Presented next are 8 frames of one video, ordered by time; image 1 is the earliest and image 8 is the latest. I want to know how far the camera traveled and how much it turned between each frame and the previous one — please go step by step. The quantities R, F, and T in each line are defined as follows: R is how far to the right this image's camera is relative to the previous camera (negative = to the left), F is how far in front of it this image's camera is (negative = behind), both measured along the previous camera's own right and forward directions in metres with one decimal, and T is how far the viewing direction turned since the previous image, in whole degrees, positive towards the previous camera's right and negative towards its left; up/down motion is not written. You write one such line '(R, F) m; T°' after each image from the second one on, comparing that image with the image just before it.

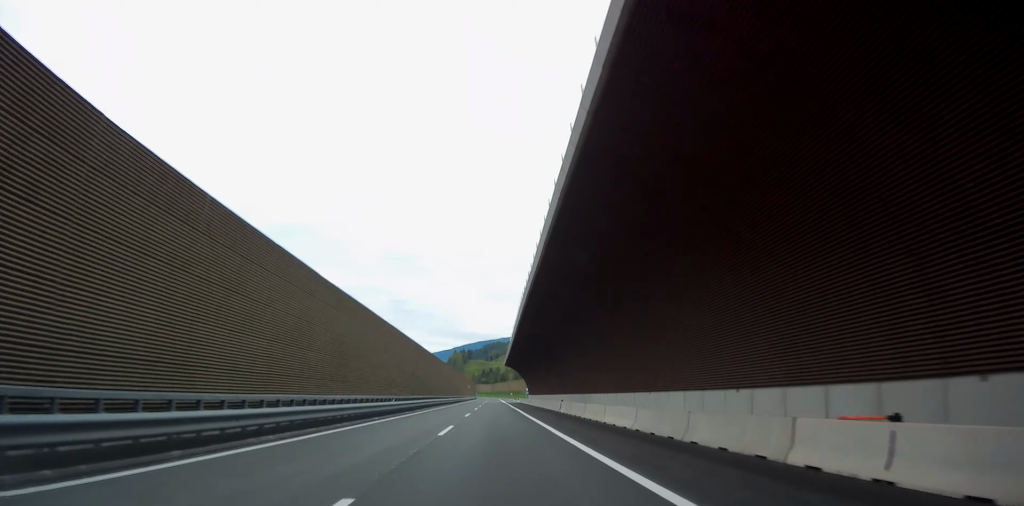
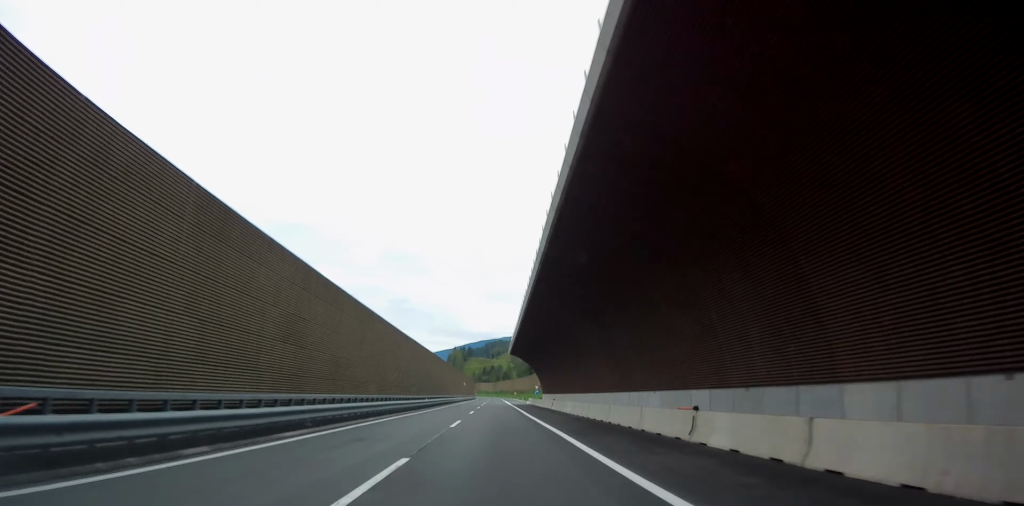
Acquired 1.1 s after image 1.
(0.0, +31.2) m; 0°
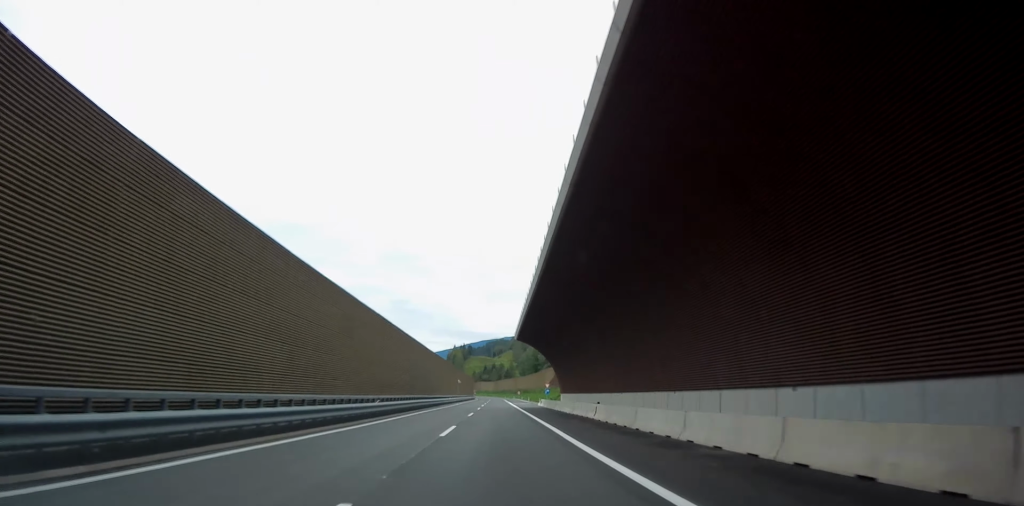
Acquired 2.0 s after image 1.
(0.0, +23.2) m; 0°
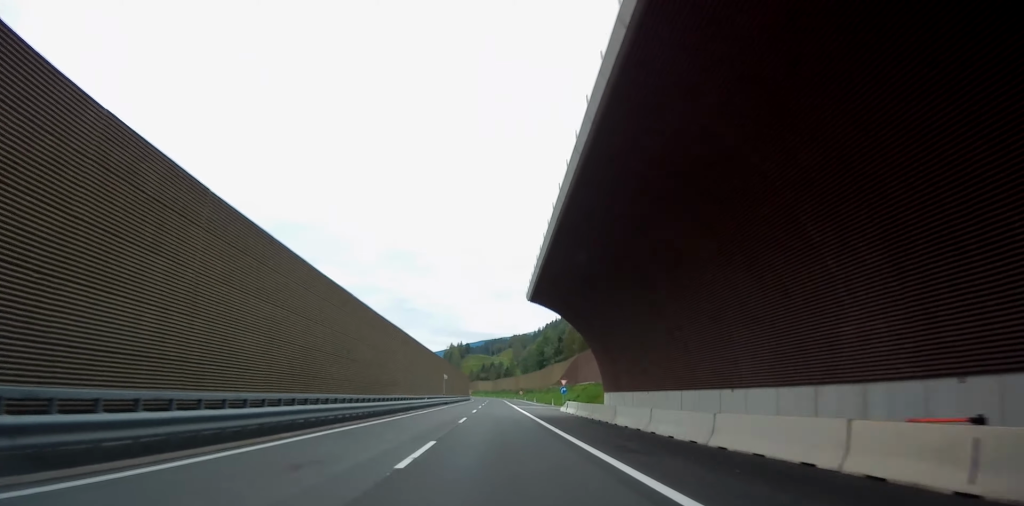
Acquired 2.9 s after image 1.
(0.0, +25.6) m; 0°
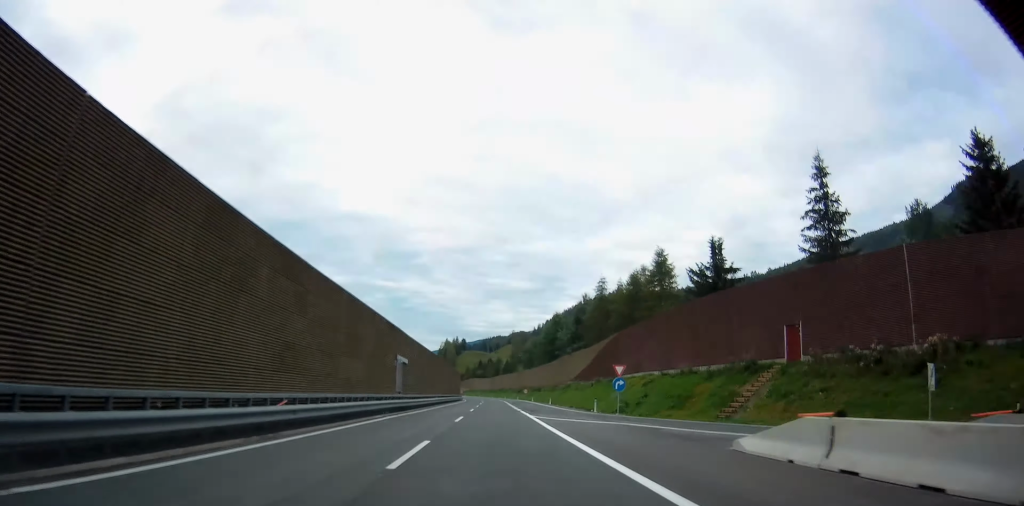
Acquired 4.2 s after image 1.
(0.0, +36.1) m; 0°
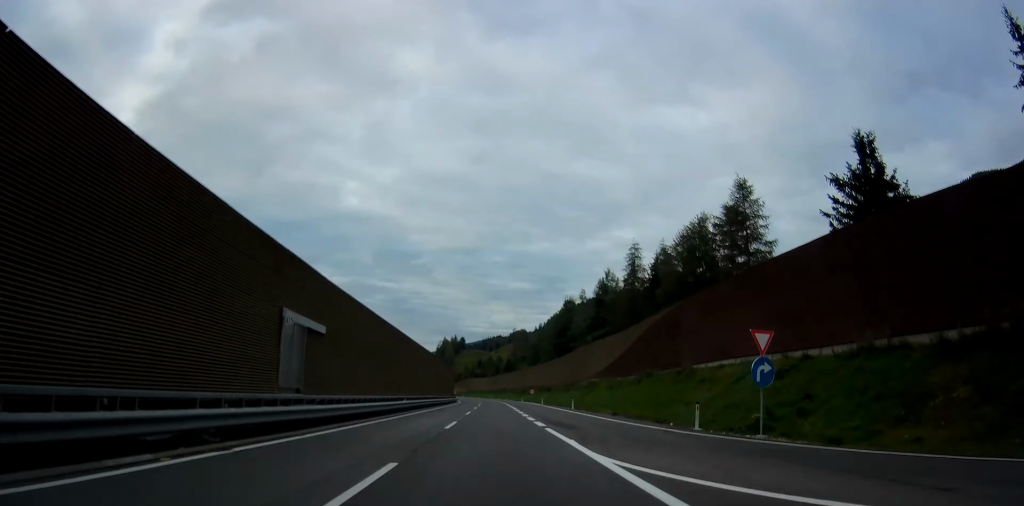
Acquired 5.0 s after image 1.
(+0.1, +22.1) m; 0°
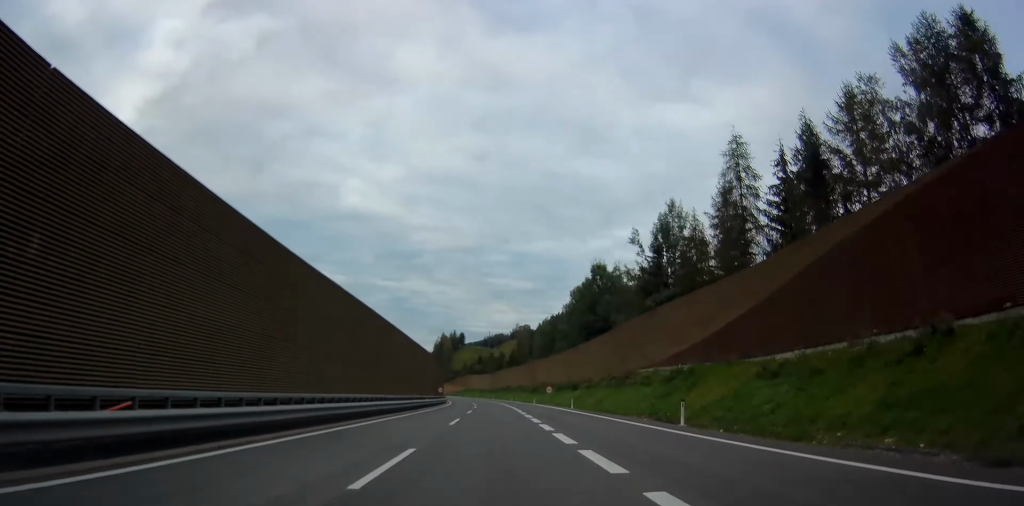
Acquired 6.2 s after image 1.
(-0.2, +33.3) m; 0°
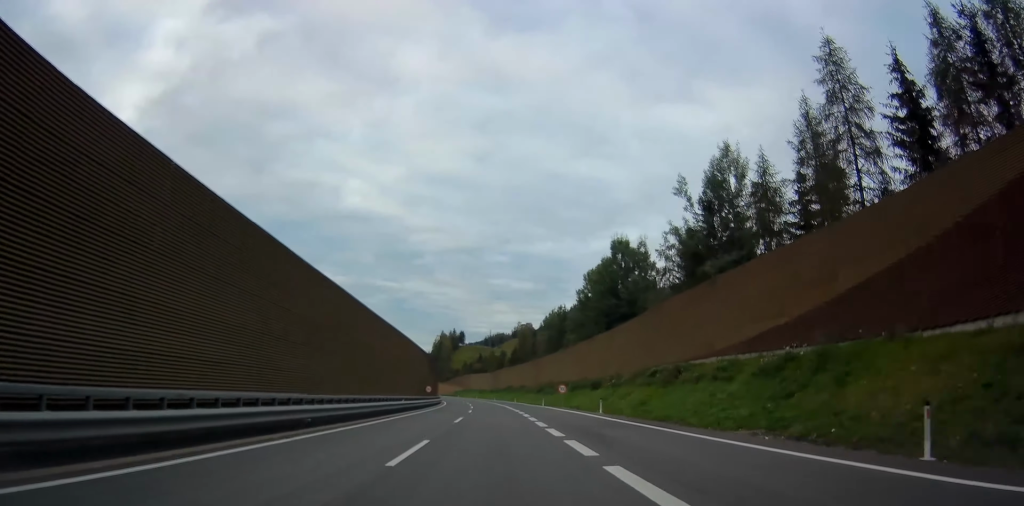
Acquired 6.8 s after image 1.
(-0.2, +15.2) m; 0°
